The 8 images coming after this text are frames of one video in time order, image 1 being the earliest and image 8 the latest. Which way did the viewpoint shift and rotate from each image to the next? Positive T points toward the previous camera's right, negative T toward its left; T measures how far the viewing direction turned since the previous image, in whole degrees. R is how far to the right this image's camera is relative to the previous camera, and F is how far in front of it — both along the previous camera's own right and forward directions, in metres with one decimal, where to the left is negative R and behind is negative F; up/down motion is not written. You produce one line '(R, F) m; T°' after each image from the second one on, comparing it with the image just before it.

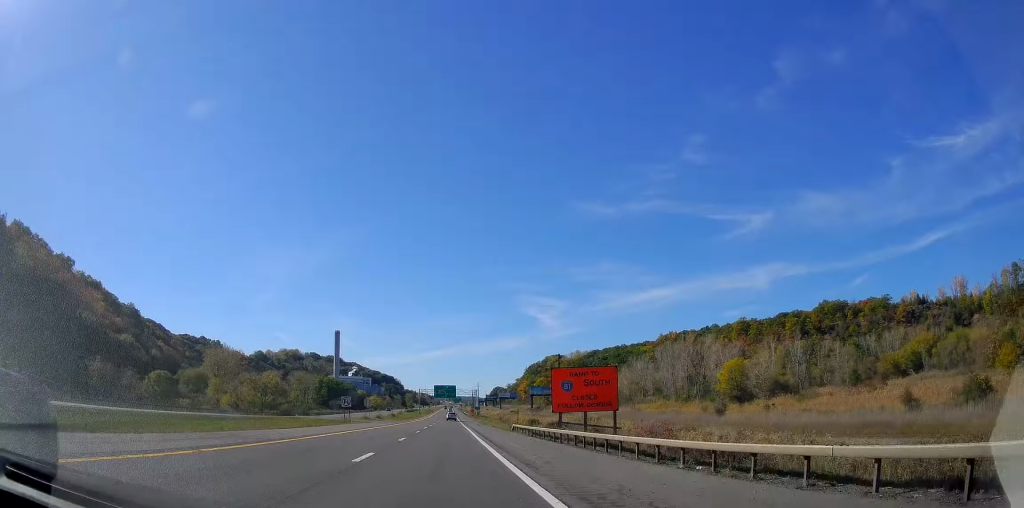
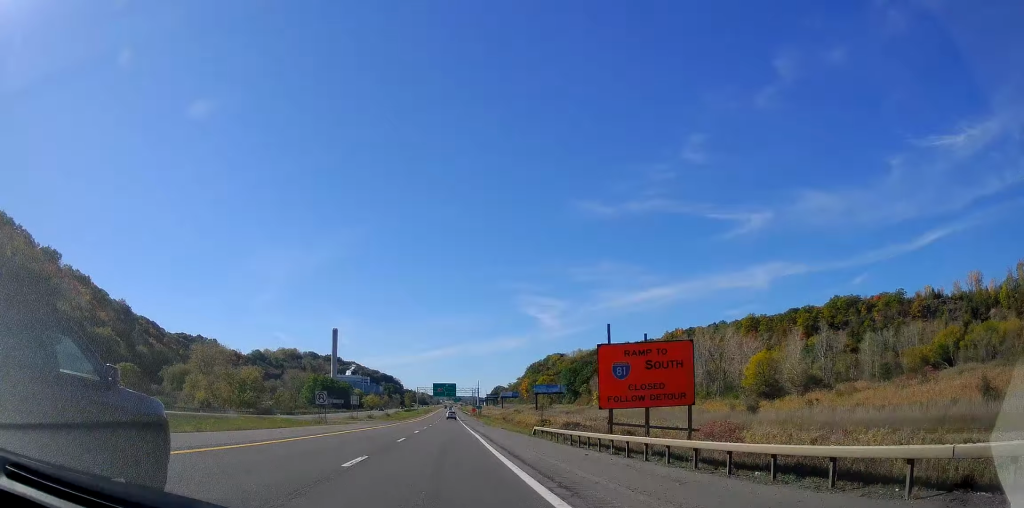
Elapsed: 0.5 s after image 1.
(0.0, +13.6) m; 0°
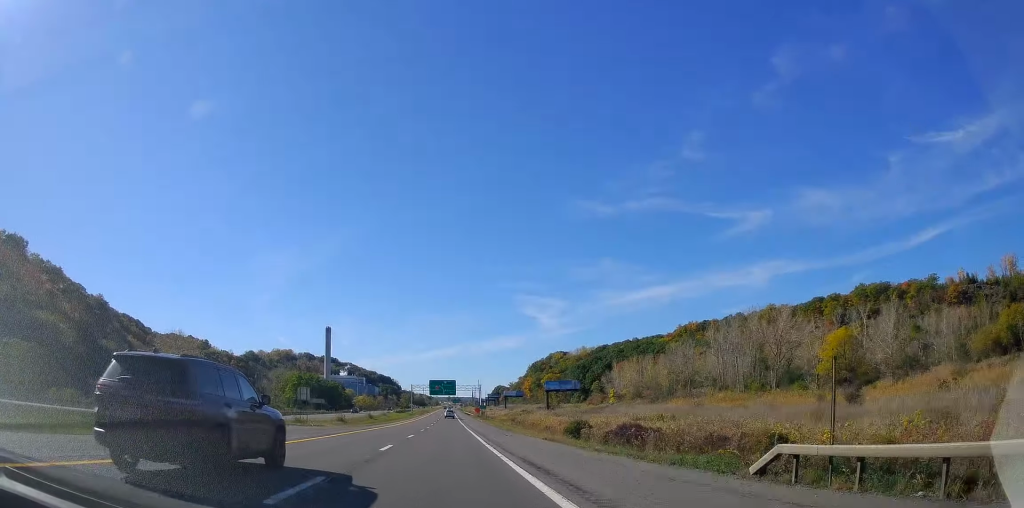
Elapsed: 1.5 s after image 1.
(0.0, +30.3) m; 0°
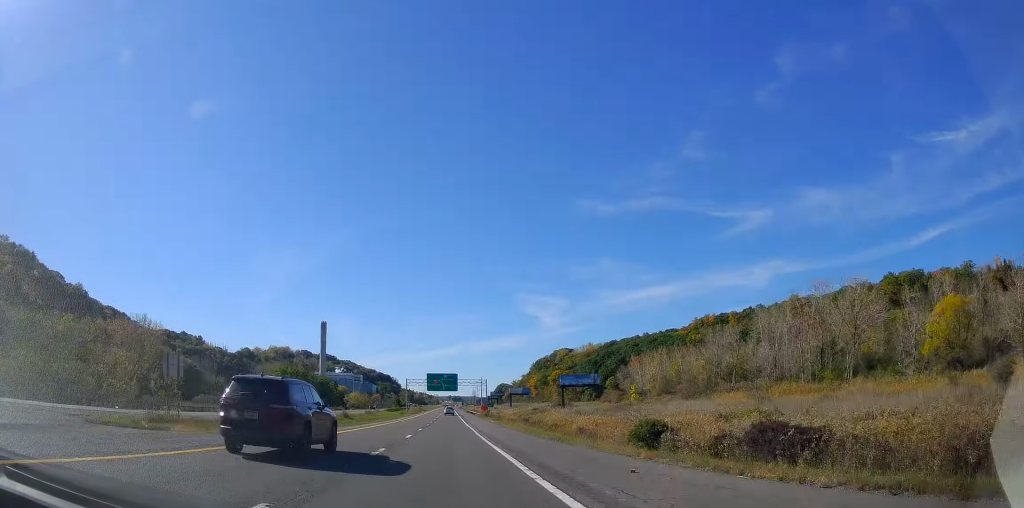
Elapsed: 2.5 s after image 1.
(+0.1, +28.1) m; +1°
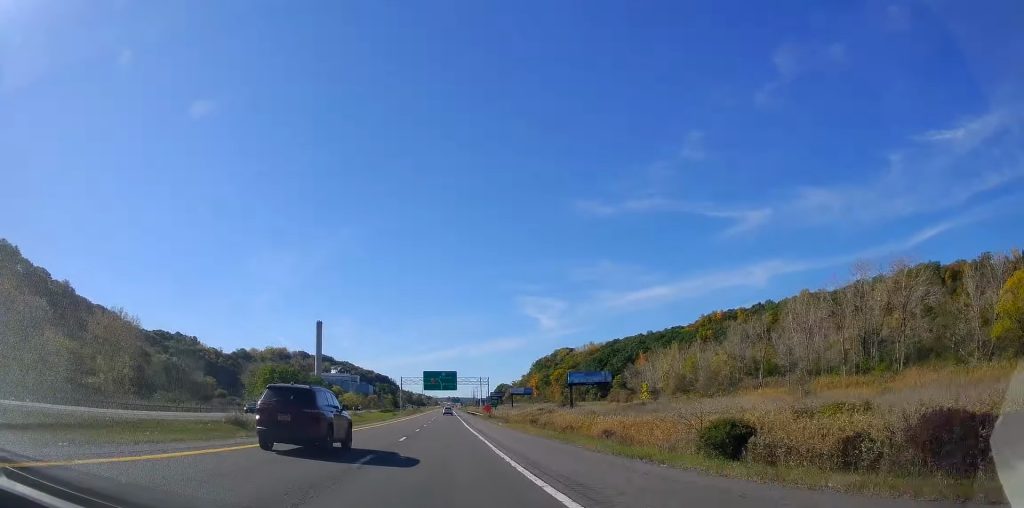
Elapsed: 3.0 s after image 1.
(+0.3, +14.5) m; 0°
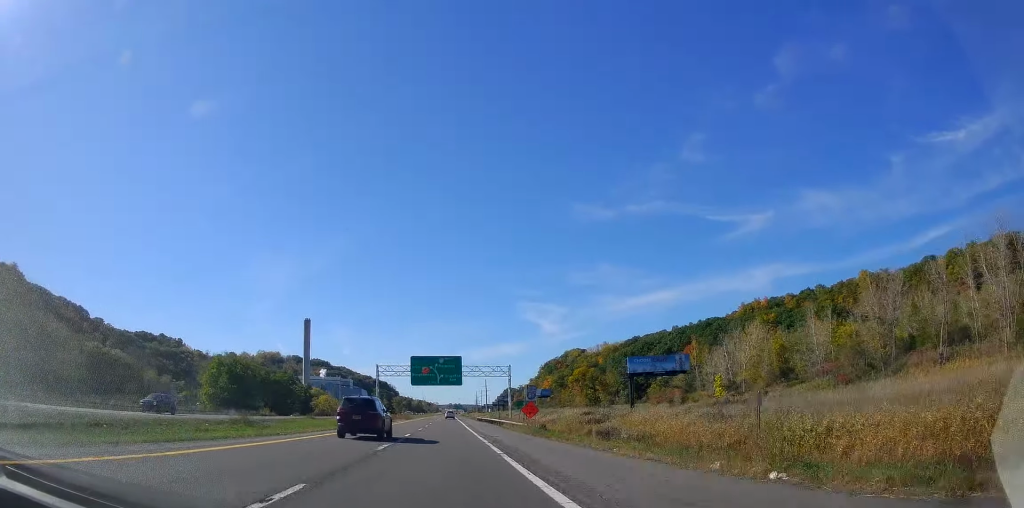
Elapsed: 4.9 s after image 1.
(-0.6, +56.9) m; -1°
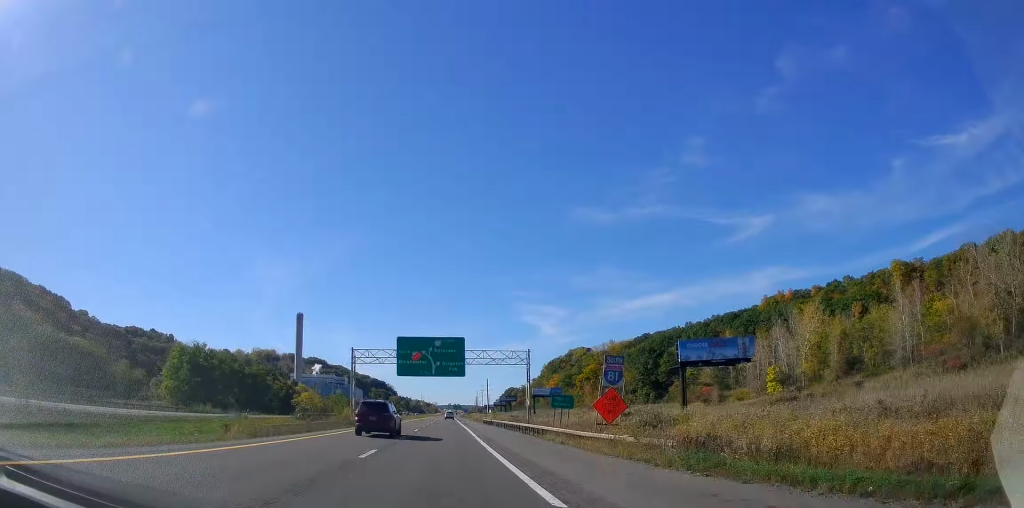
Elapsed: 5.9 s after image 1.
(0.0, +26.9) m; 0°
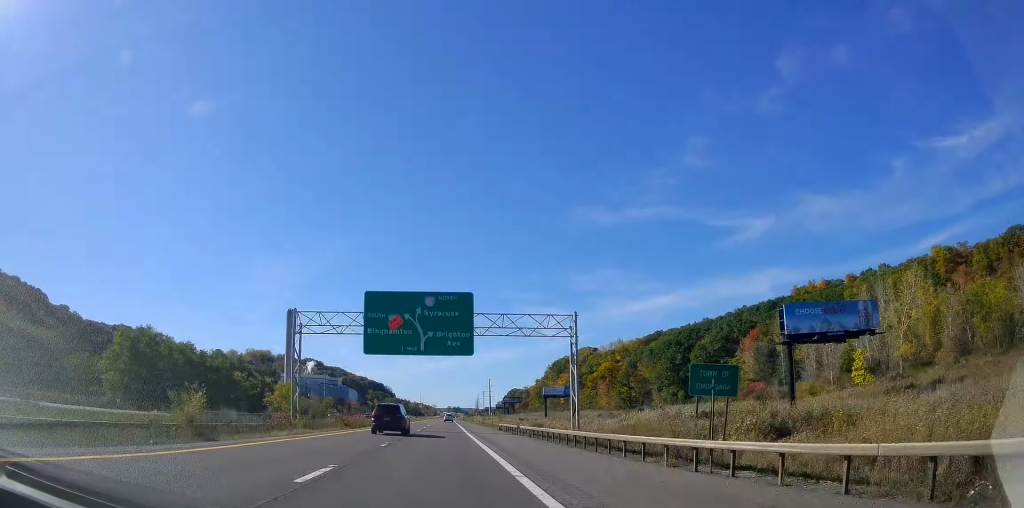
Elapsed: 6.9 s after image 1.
(0.0, +30.7) m; 0°
